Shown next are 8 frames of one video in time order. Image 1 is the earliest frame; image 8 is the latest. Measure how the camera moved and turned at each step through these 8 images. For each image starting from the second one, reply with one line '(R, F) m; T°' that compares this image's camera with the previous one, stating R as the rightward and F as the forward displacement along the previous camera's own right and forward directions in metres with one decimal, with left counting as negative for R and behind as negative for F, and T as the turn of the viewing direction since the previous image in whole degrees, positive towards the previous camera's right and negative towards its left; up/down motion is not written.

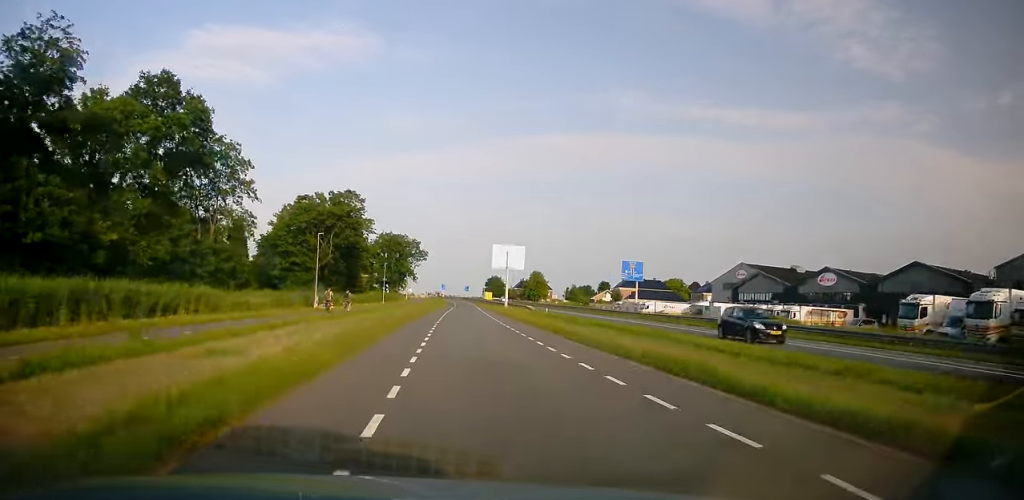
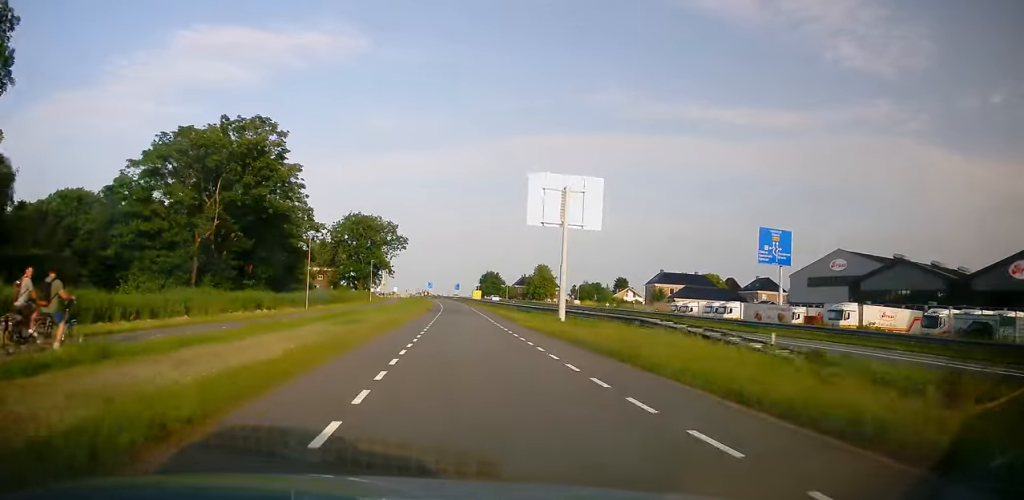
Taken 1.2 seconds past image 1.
(+0.4, +40.6) m; +1°
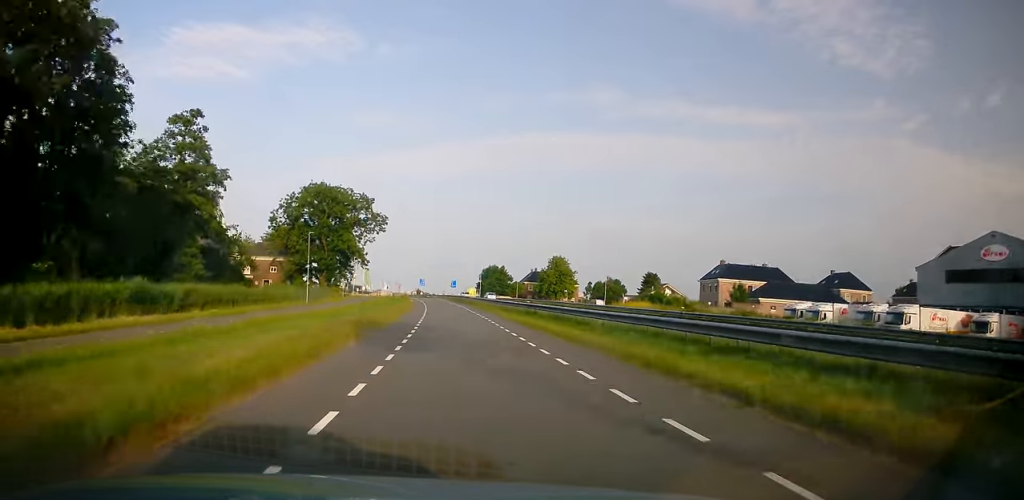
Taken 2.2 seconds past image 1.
(-0.1, +35.9) m; 0°
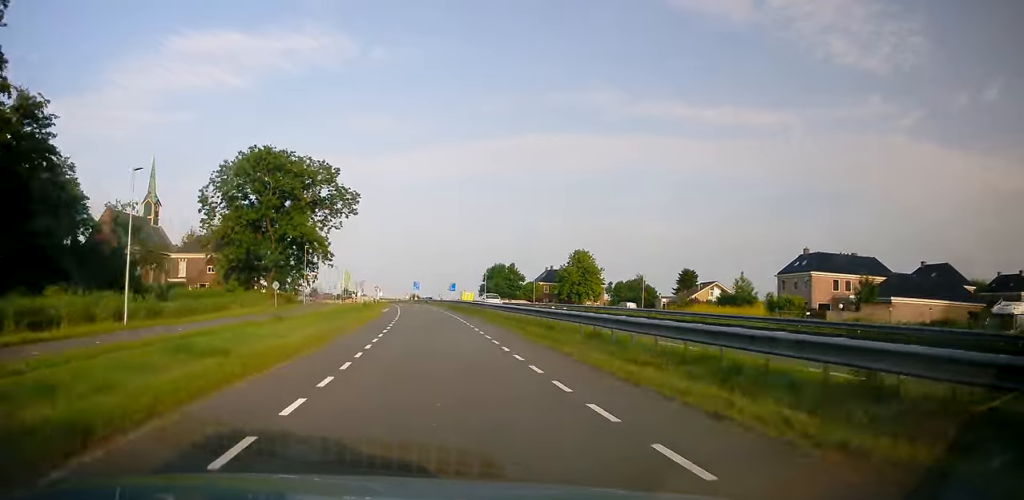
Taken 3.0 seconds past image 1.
(+0.1, +29.4) m; -1°
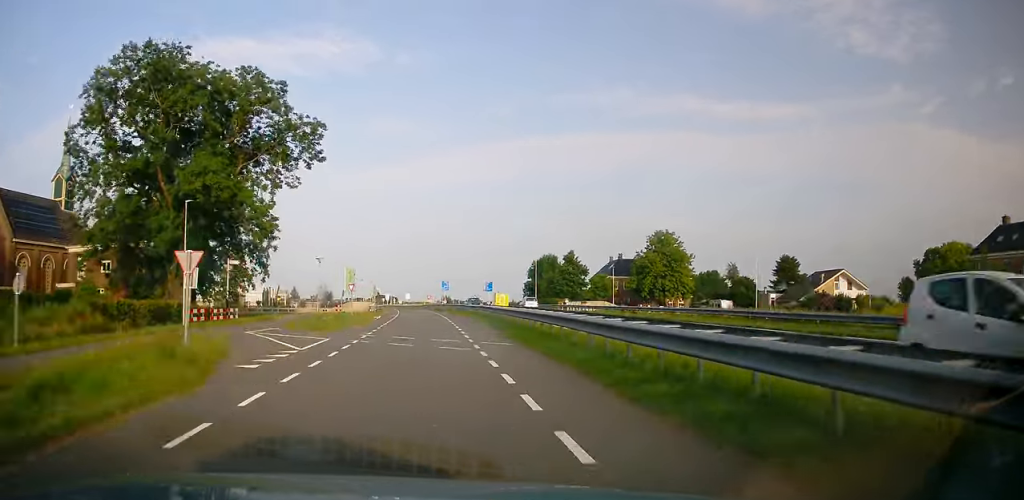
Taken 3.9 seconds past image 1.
(-0.1, +33.7) m; -2°
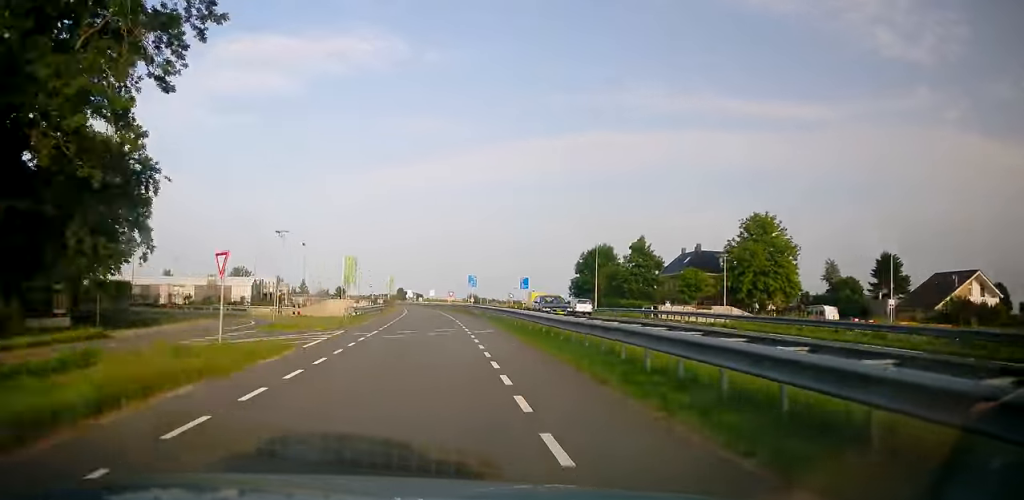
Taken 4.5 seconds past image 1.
(-0.5, +24.0) m; -2°
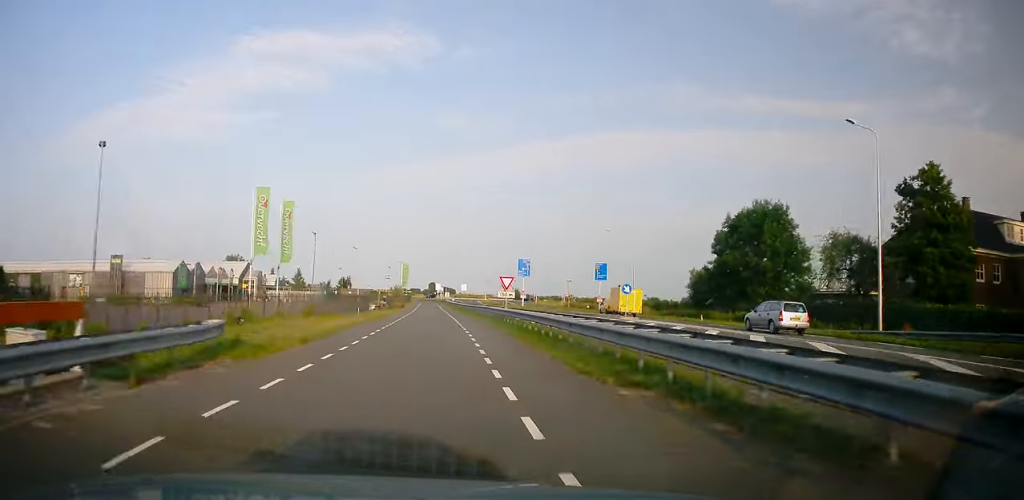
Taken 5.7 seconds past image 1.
(-1.3, +44.9) m; -3°
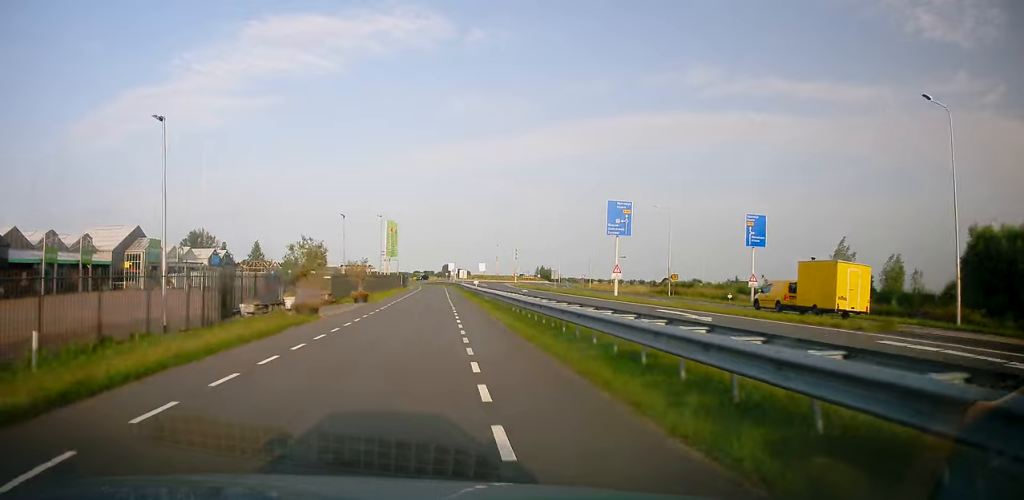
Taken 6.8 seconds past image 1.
(-0.7, +44.3) m; -2°
